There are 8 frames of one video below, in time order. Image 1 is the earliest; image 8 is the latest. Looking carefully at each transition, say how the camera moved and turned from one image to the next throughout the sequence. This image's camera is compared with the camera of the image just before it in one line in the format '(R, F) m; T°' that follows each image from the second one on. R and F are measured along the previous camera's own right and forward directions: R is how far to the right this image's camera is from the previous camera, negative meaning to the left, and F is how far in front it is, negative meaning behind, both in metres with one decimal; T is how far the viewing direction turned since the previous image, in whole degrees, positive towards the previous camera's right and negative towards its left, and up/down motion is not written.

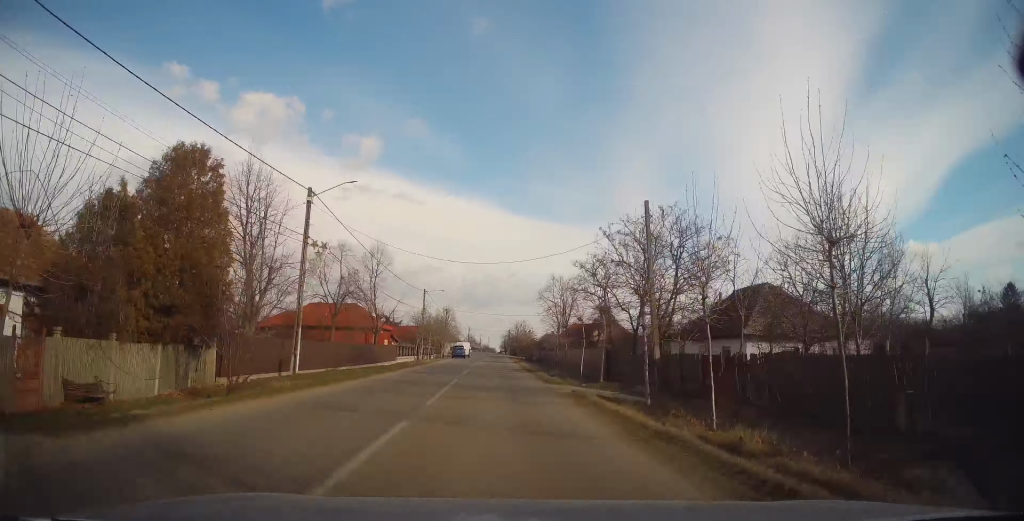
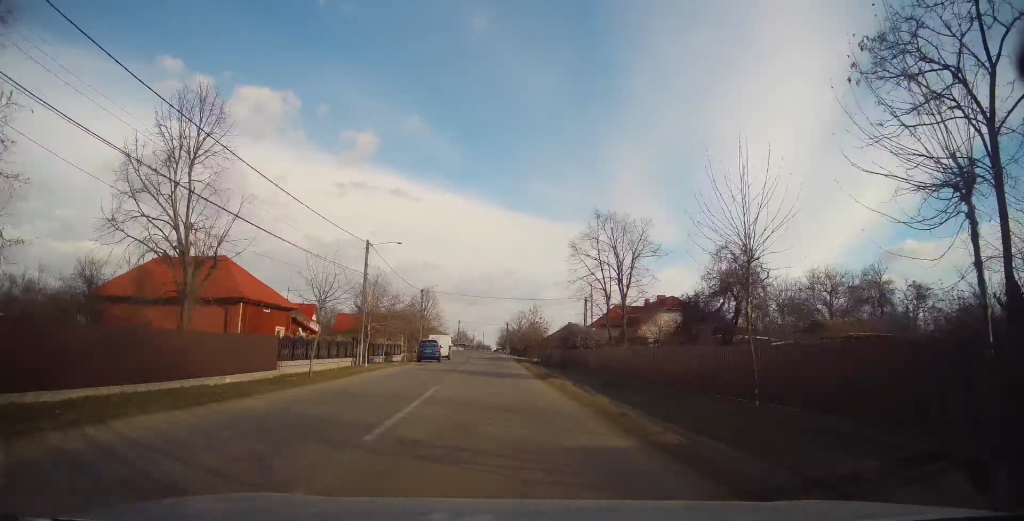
(0.0, +28.1) m; +1°
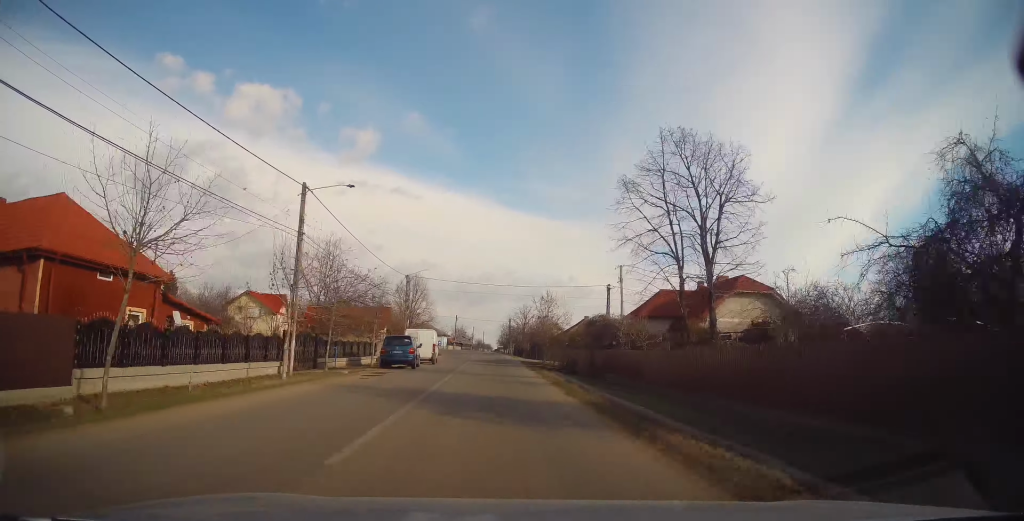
(+0.3, +12.7) m; -1°
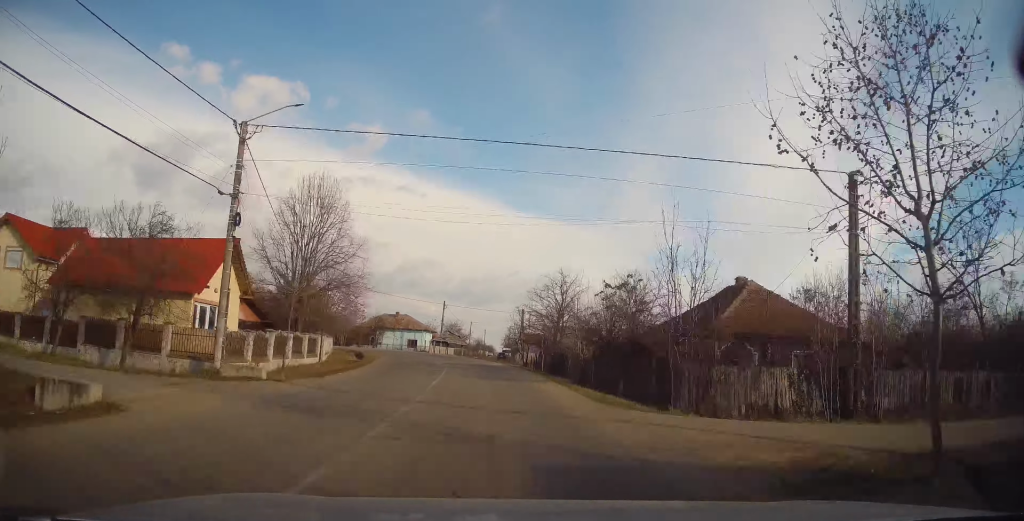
(0.0, +39.5) m; +1°
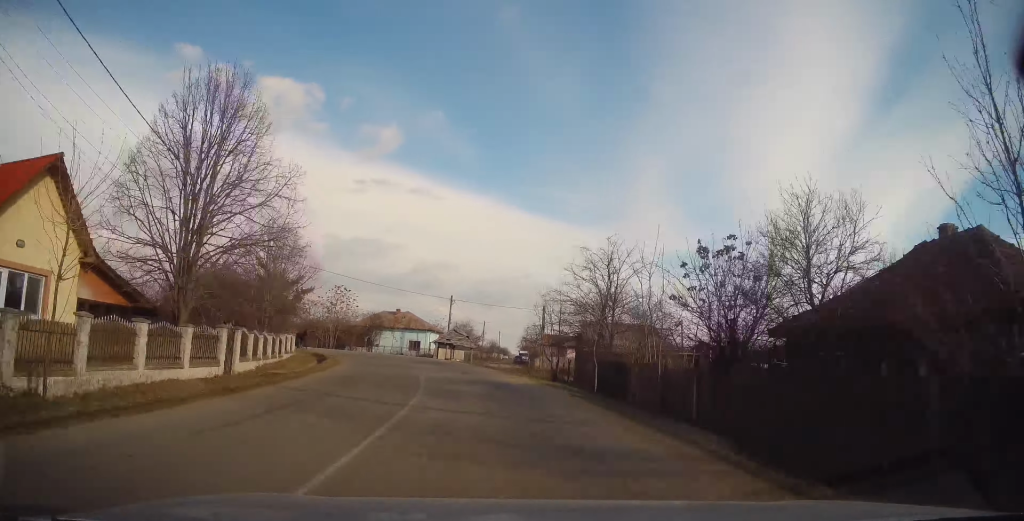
(-0.2, +12.3) m; -3°
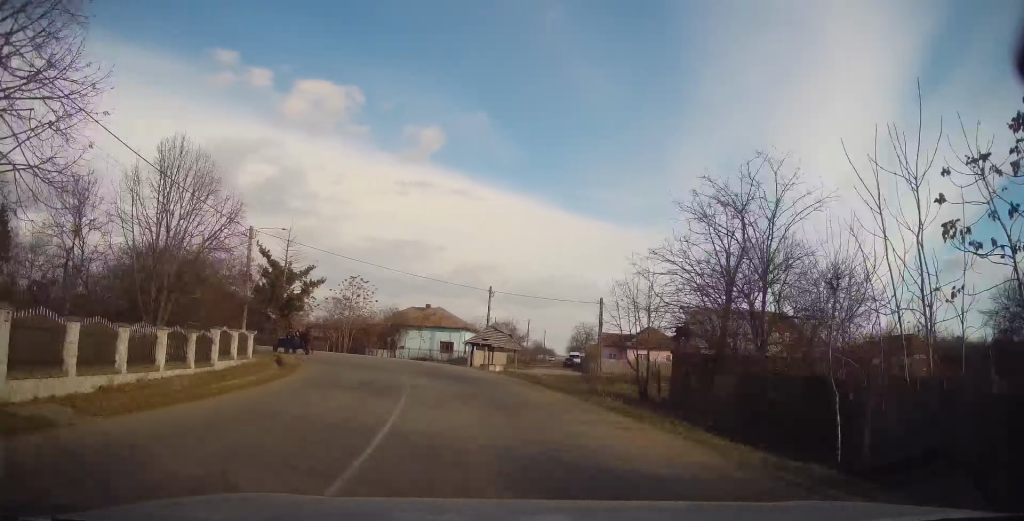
(-0.4, +11.9) m; -6°
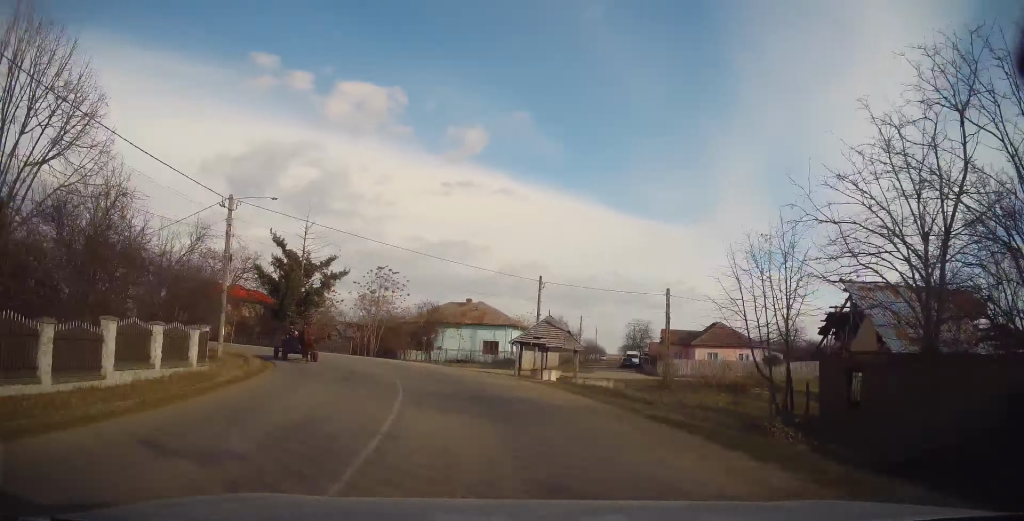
(-0.1, +7.5) m; -5°
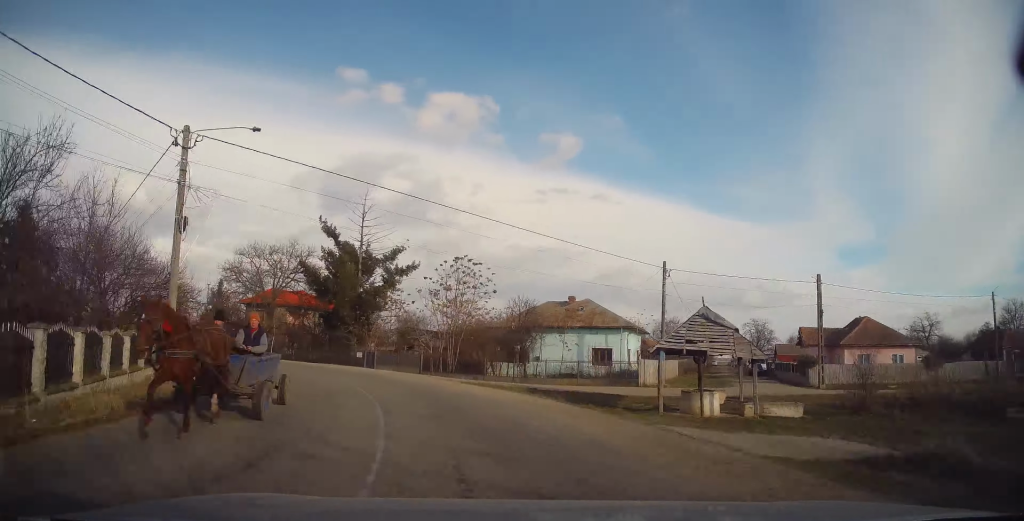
(-1.2, +11.6) m; -11°
